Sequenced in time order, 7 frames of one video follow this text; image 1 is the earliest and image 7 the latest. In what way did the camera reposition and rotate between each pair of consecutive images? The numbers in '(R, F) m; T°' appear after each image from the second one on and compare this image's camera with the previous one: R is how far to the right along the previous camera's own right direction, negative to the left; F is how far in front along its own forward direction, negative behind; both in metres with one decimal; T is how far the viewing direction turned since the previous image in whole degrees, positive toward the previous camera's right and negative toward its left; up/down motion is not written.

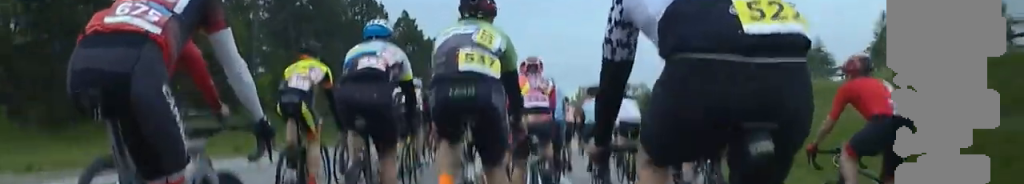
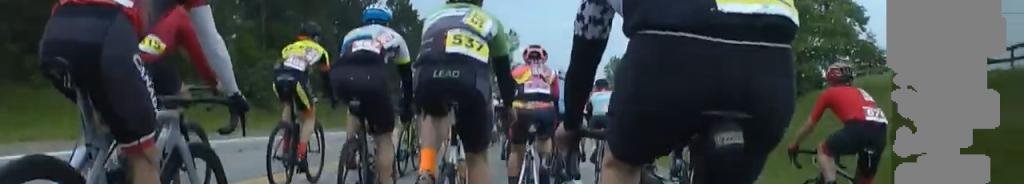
(-0.8, +7.3) m; -5°
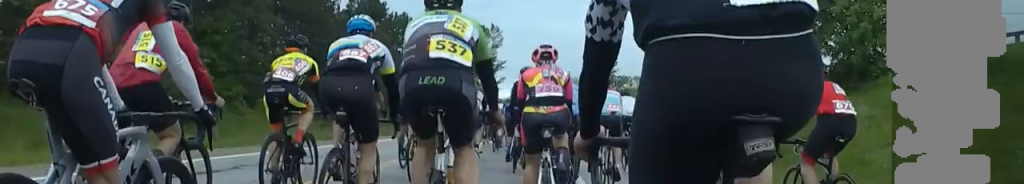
(-0.4, +9.2) m; -3°
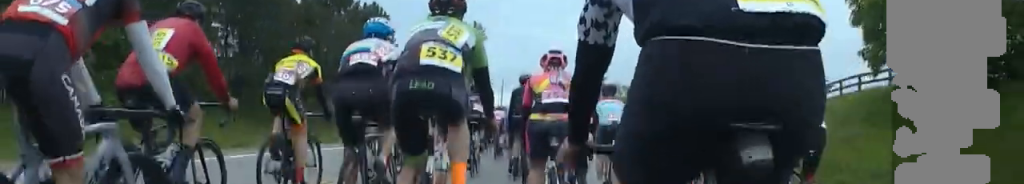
(-0.1, +9.3) m; 0°
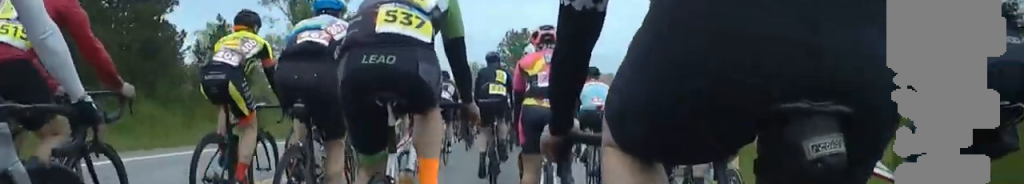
(+0.6, +34.4) m; +1°
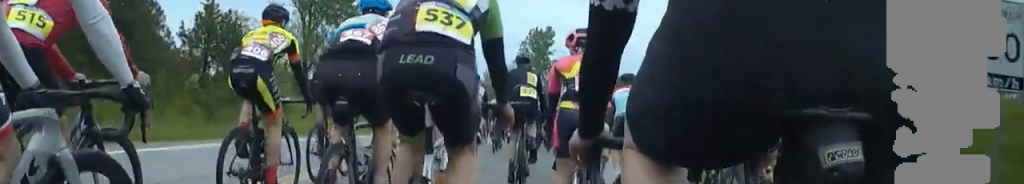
(0.0, +5.8) m; 0°
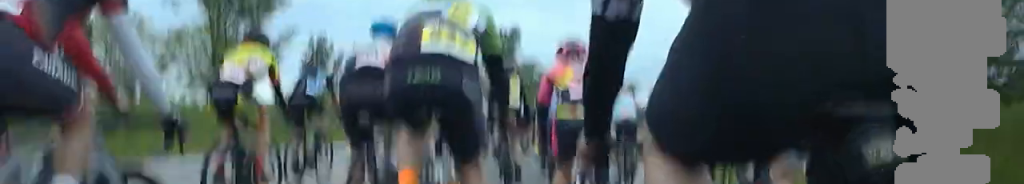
(0.0, +13.5) m; 0°
